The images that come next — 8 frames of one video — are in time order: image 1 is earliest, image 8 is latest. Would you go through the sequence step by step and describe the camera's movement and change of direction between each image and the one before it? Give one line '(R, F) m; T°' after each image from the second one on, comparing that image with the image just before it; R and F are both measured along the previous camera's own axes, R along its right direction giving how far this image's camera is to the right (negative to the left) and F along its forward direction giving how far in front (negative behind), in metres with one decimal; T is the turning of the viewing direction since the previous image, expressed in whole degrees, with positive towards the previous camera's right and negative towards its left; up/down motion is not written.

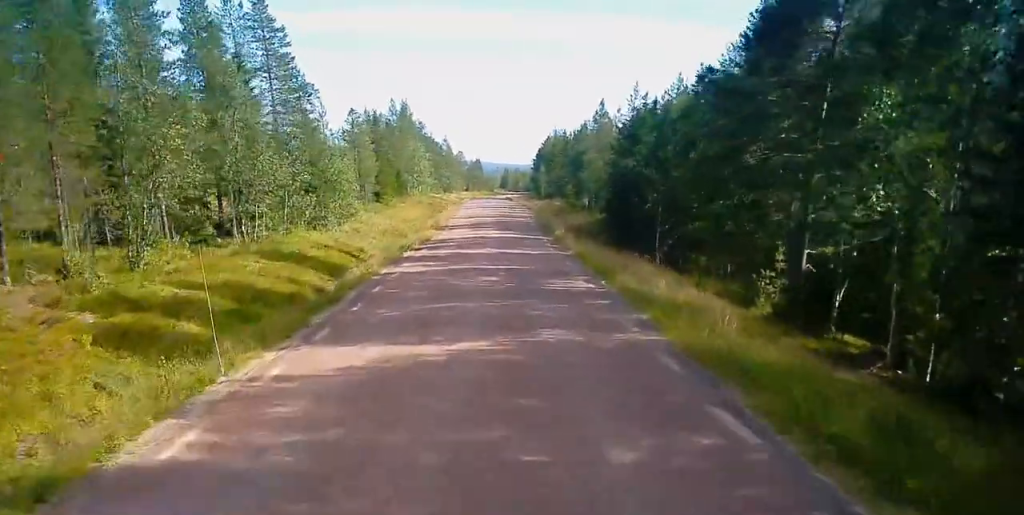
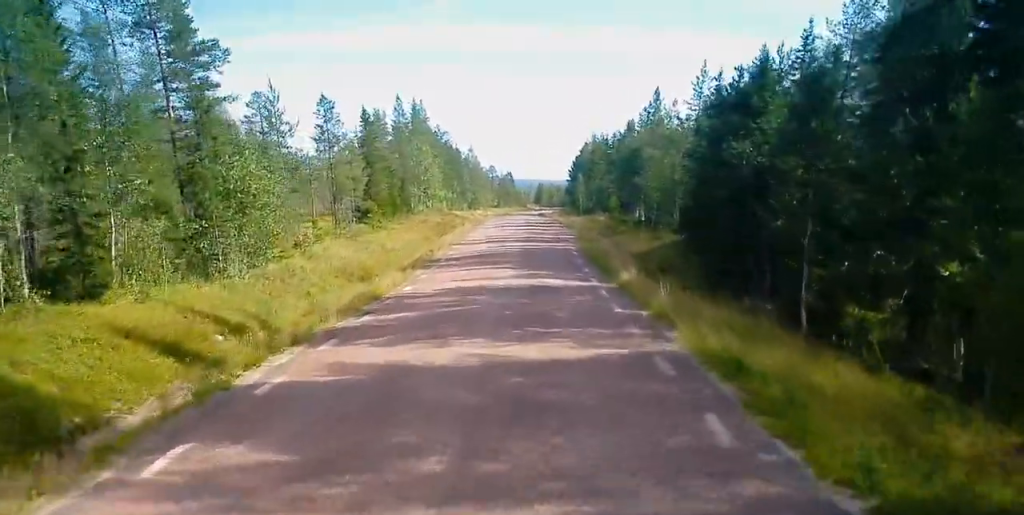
(-0.6, +18.0) m; -2°
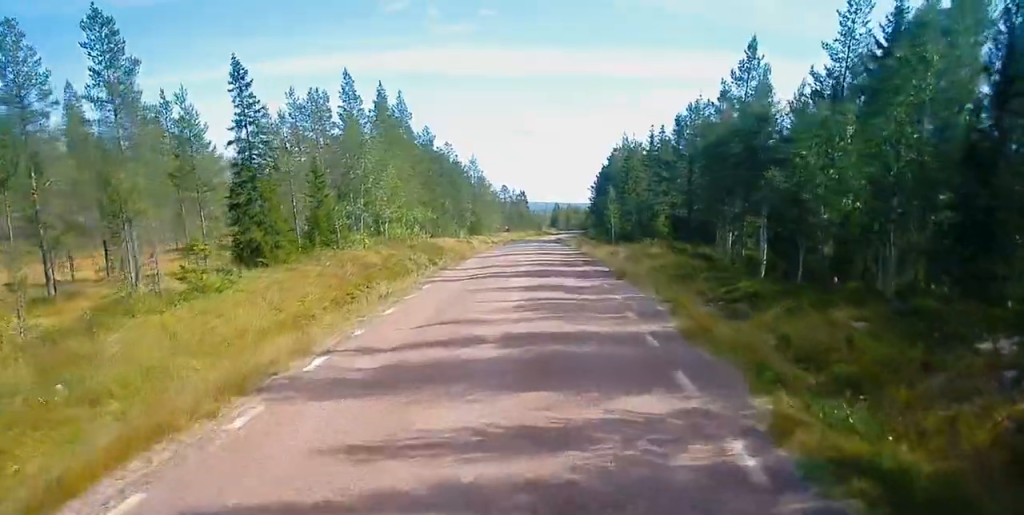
(+0.4, +27.4) m; +1°
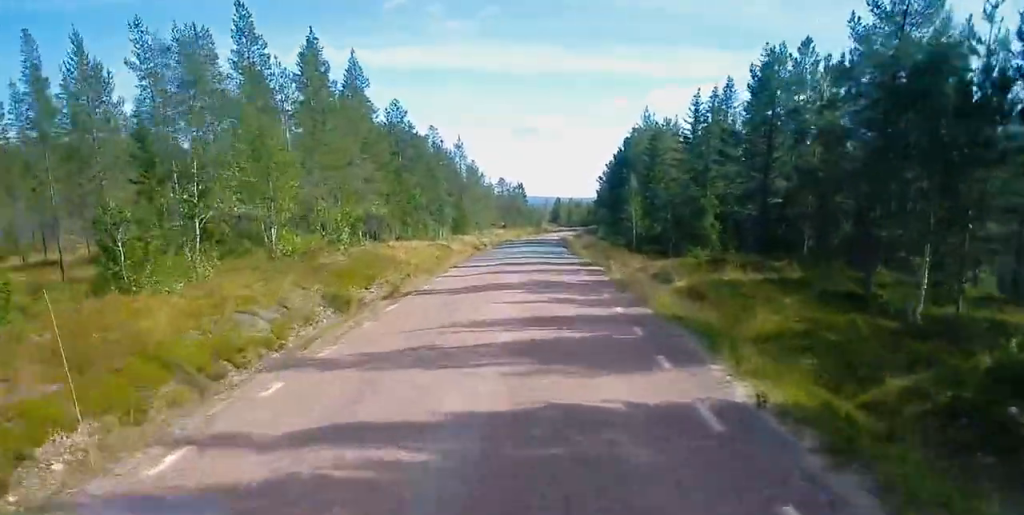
(-0.1, +19.5) m; -1°
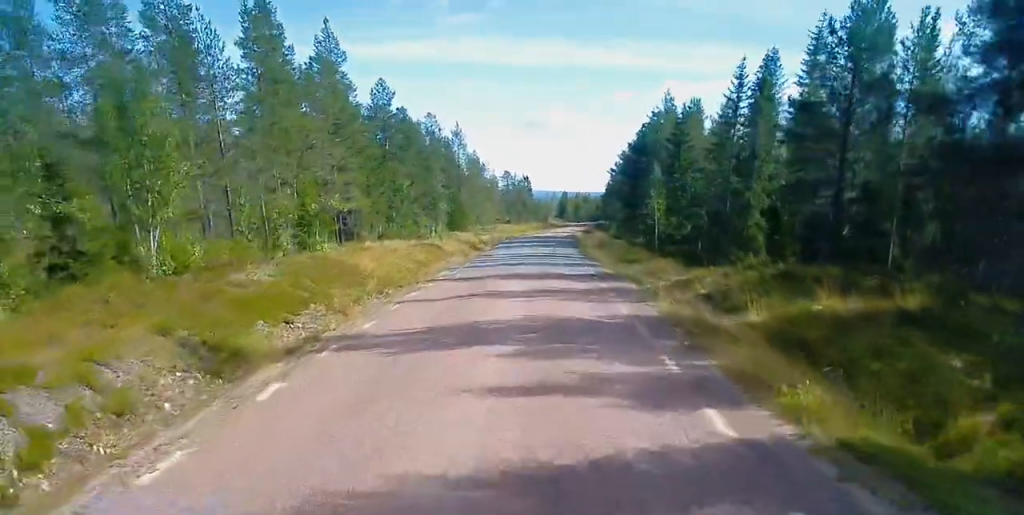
(-0.1, +9.2) m; 0°
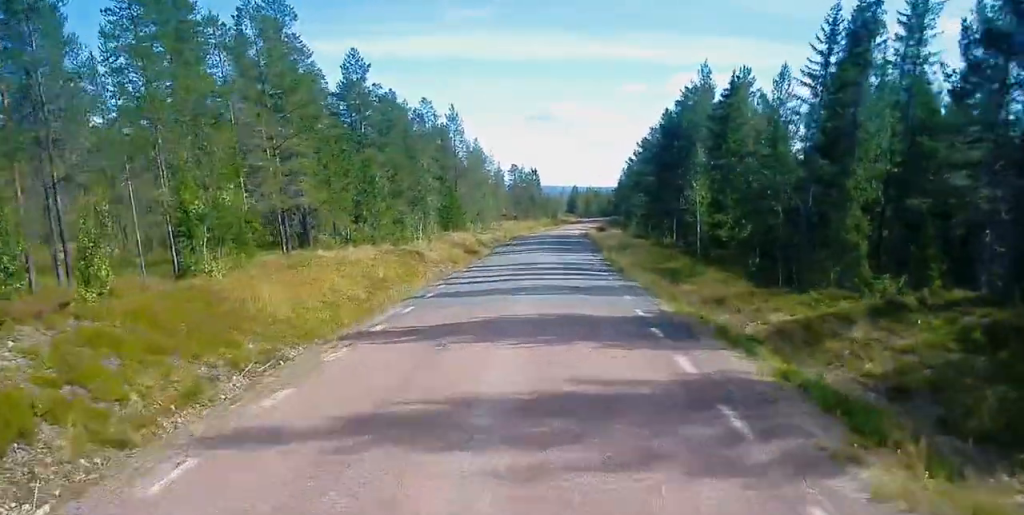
(0.0, +12.1) m; 0°
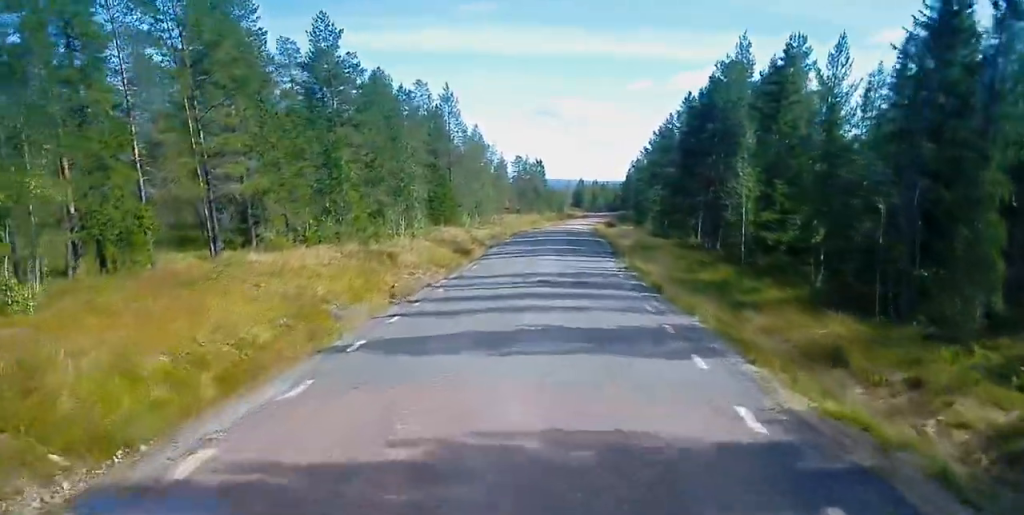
(0.0, +8.9) m; 0°
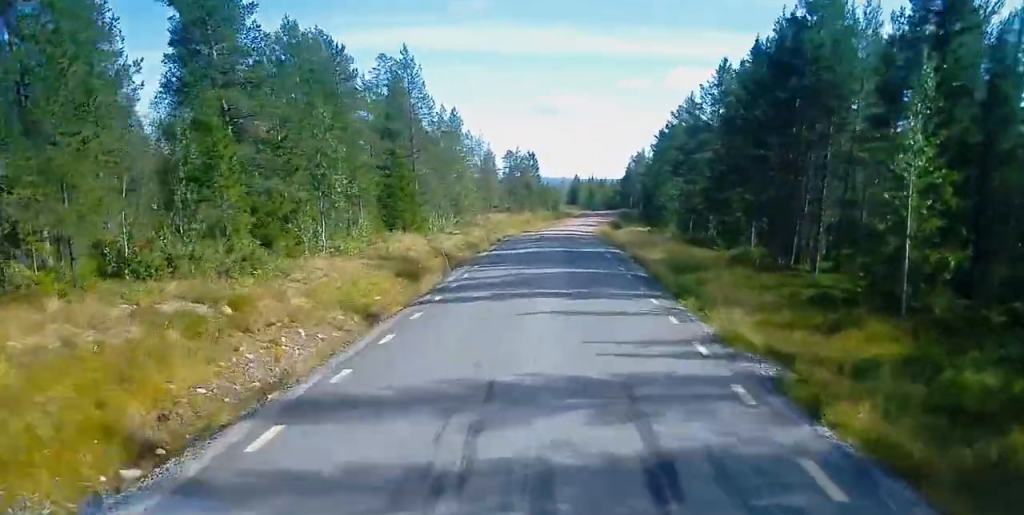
(+0.1, +16.7) m; +1°
